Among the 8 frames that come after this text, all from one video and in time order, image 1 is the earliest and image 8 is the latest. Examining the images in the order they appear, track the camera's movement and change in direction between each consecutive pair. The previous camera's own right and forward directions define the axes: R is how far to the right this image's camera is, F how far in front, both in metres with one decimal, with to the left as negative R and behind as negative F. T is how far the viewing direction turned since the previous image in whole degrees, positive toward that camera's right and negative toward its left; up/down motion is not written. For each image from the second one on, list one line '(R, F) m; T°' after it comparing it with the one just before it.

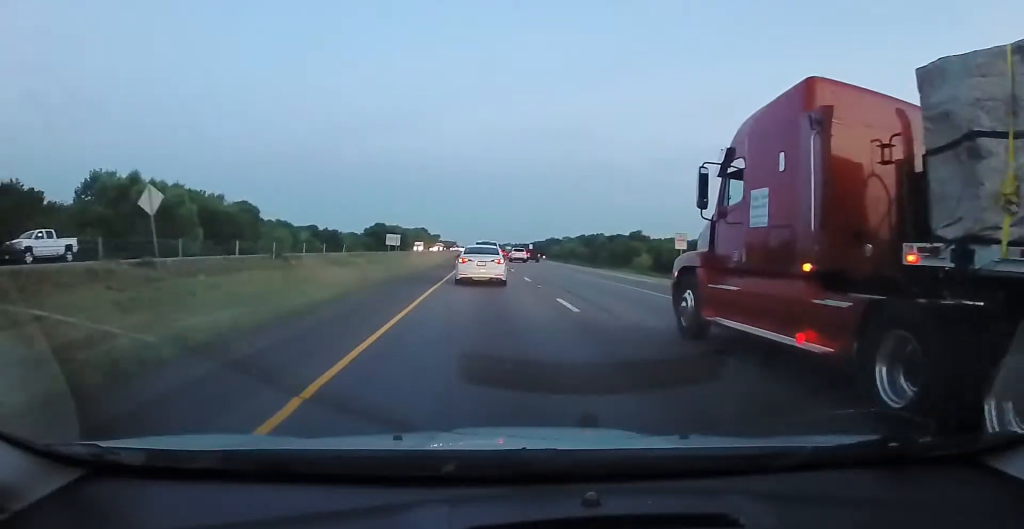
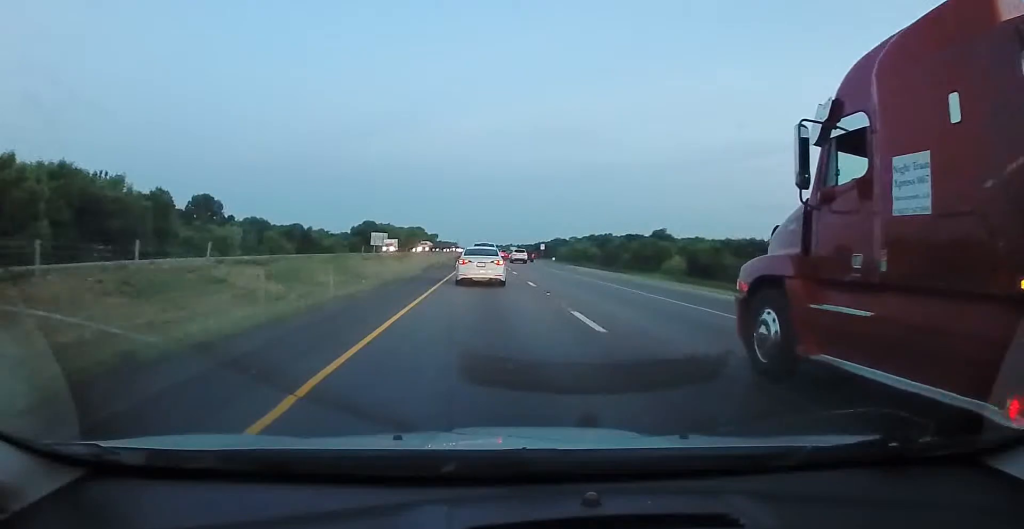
(0.0, +27.5) m; -1°
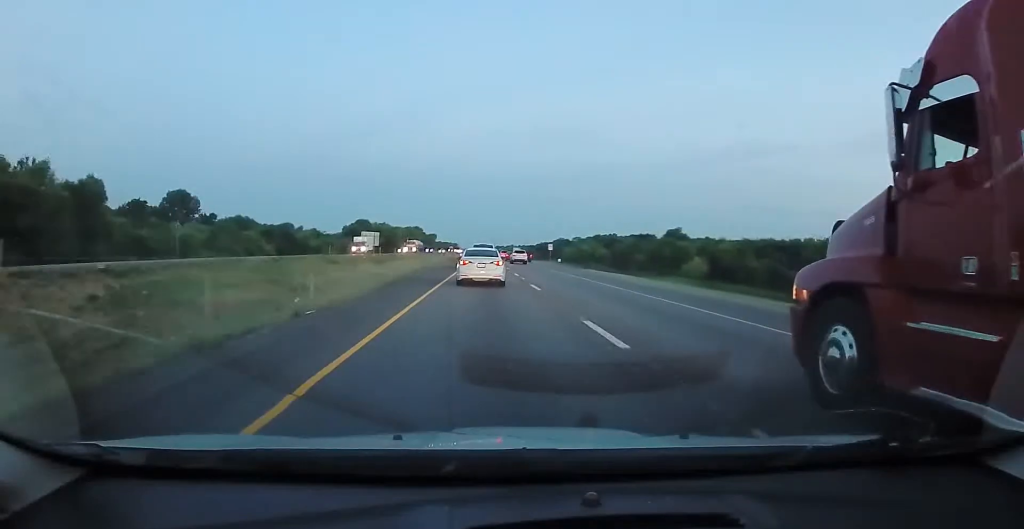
(-0.2, +13.7) m; -1°
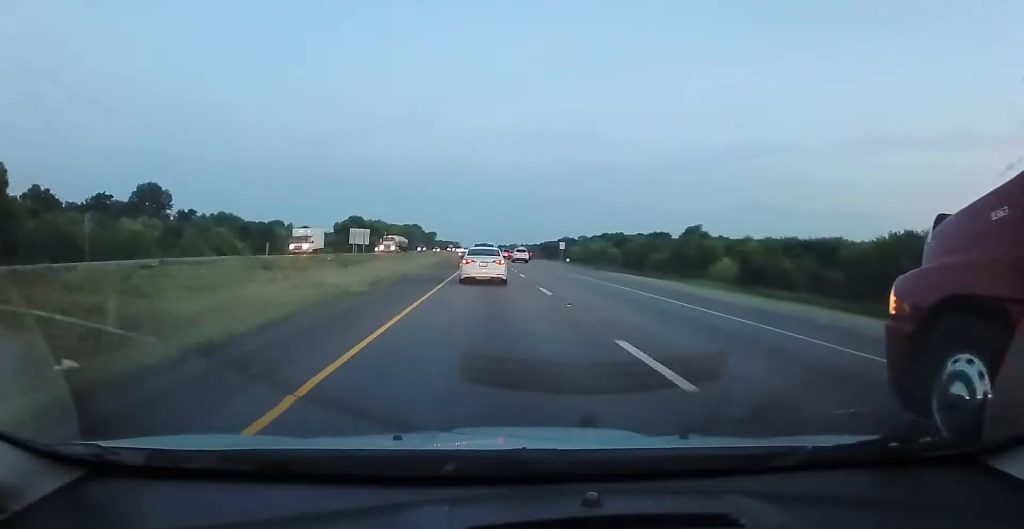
(-0.1, +14.6) m; 0°
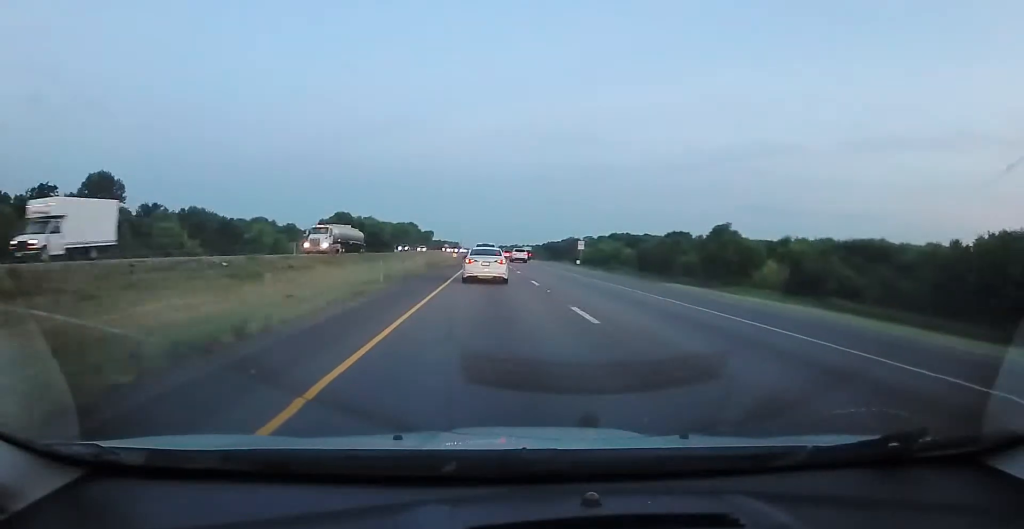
(-0.1, +19.0) m; +1°
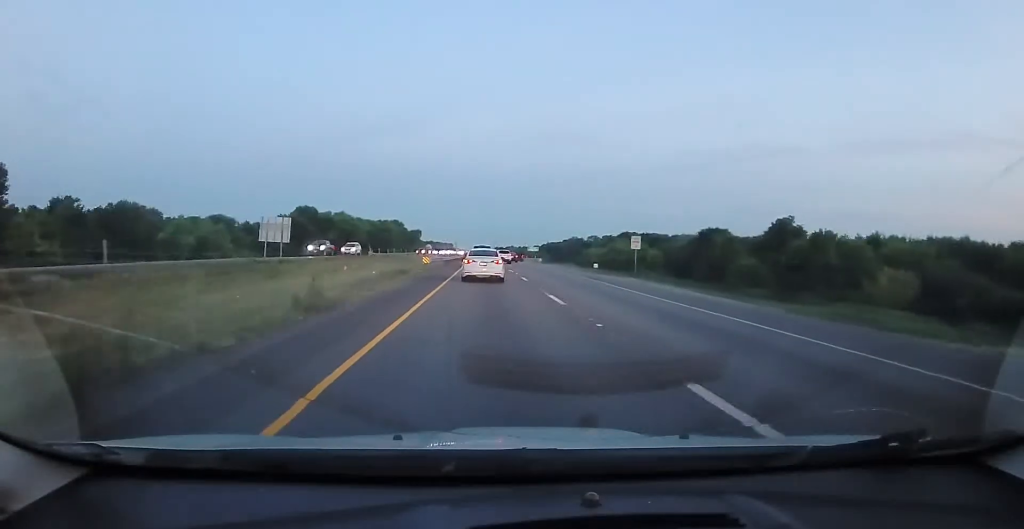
(+0.5, +32.3) m; +1°
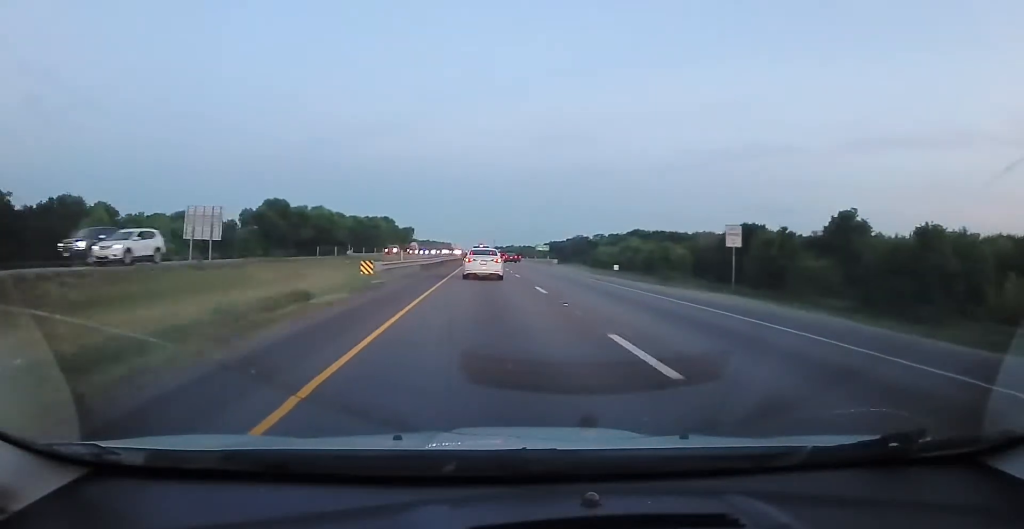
(-0.2, +21.3) m; 0°
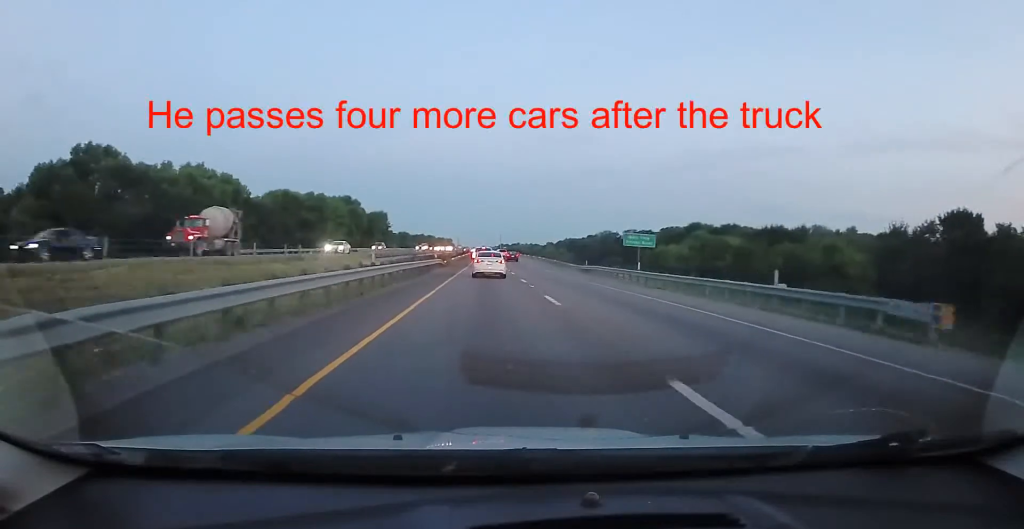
(+1.3, +64.9) m; +1°
